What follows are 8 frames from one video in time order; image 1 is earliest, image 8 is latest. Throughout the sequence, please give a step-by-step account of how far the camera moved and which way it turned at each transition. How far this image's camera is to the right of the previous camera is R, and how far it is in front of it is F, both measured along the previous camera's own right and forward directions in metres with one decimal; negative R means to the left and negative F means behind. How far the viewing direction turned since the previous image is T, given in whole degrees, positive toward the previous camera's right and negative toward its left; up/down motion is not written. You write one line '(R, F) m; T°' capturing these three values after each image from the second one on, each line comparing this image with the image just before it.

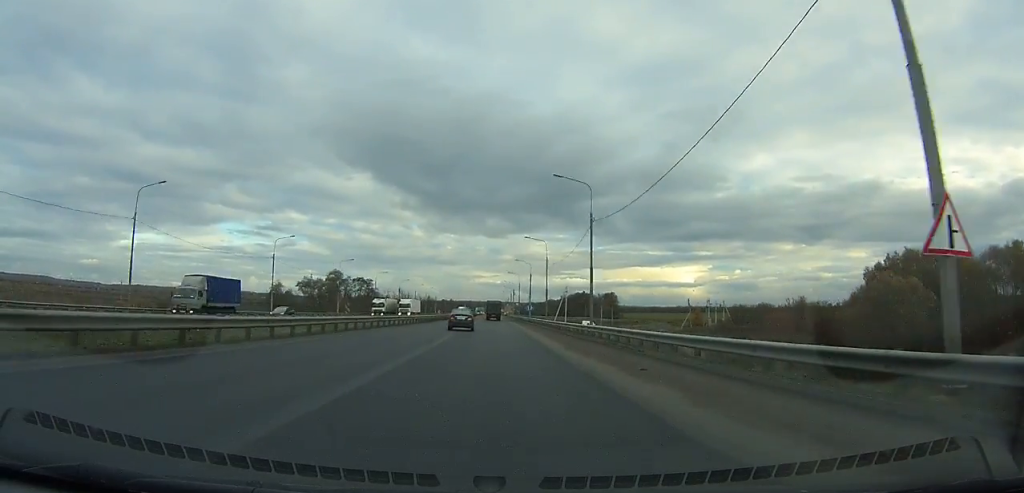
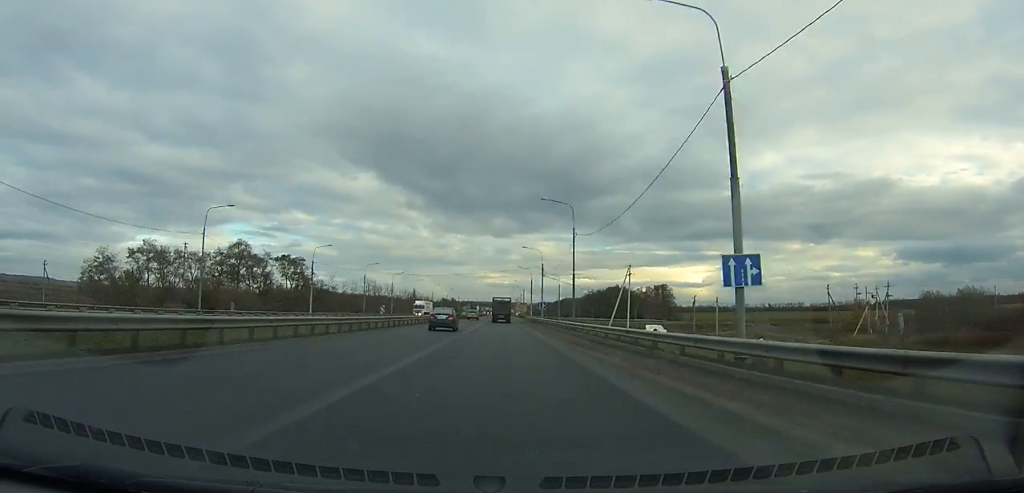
(0.0, +90.2) m; -1°
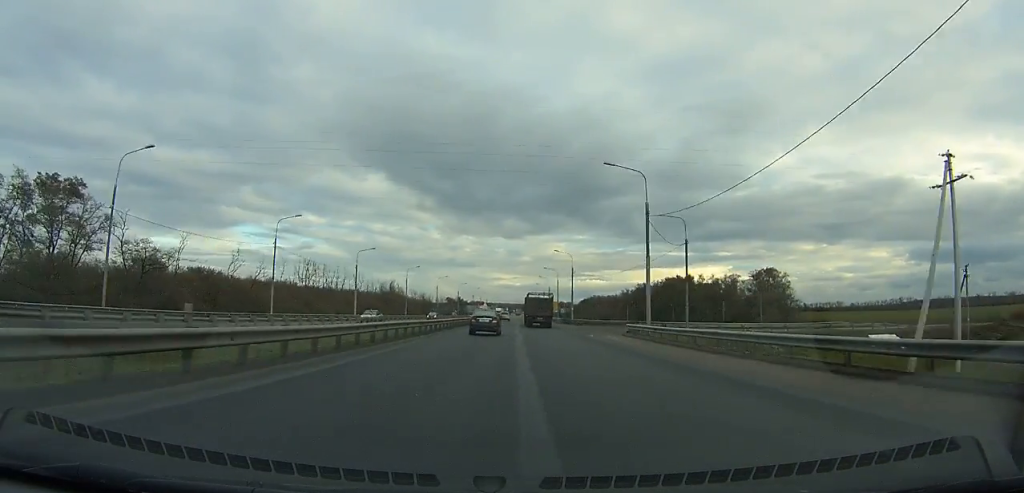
(-1.0, +86.6) m; -1°
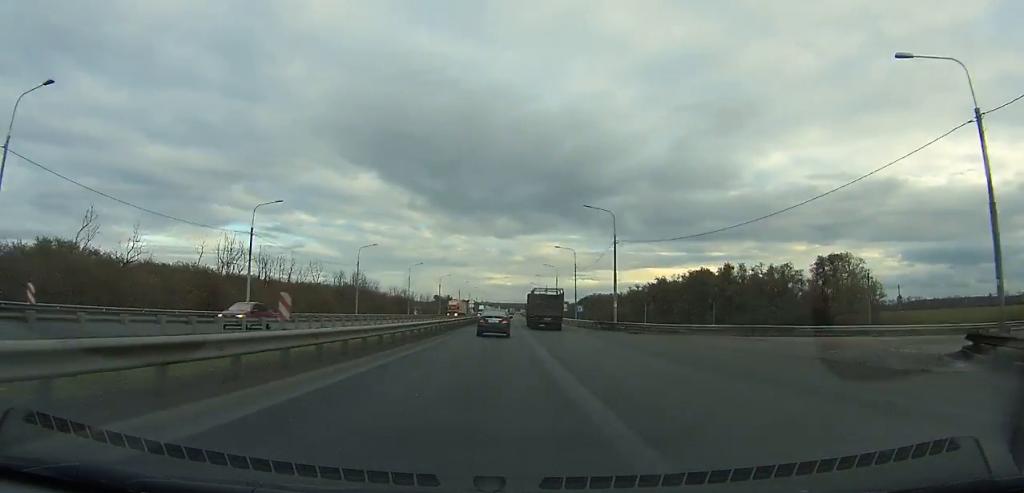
(-0.2, +37.0) m; 0°
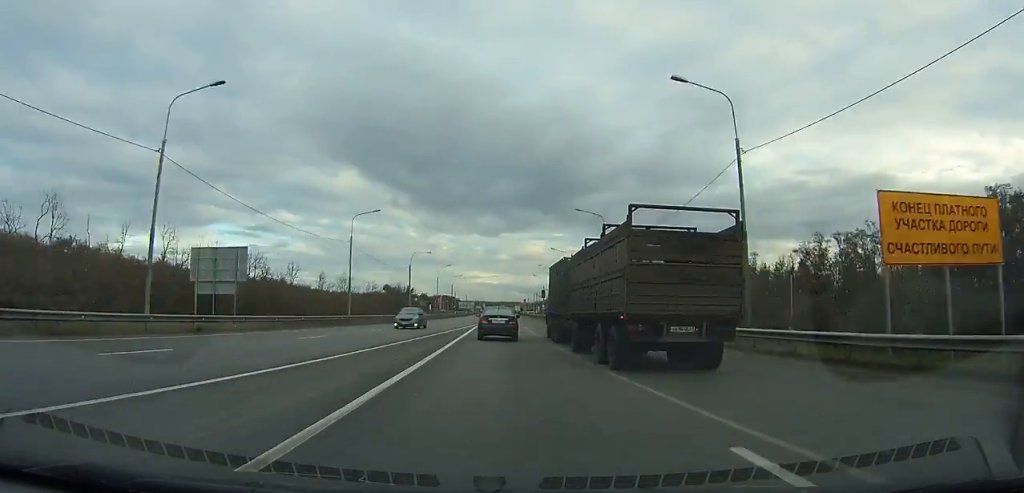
(+2.4, +162.9) m; +2°
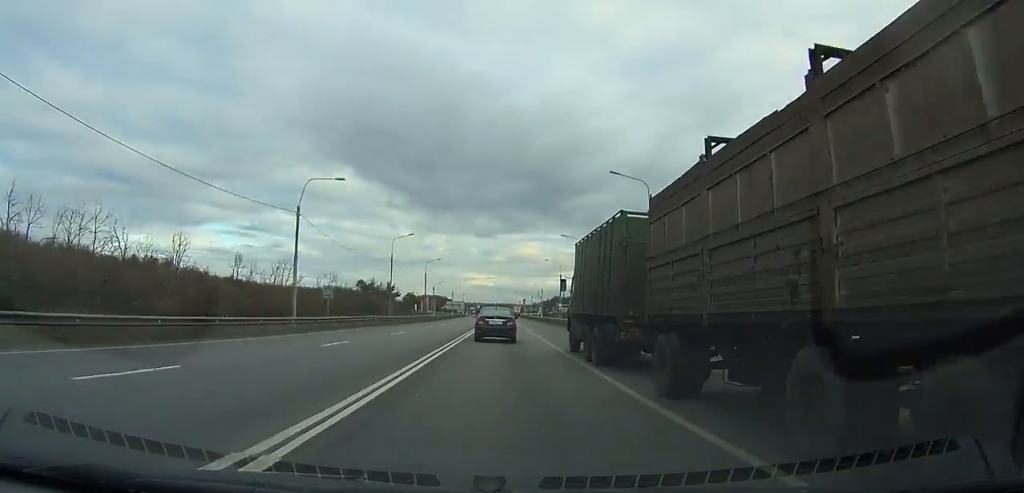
(+0.2, +51.9) m; 0°
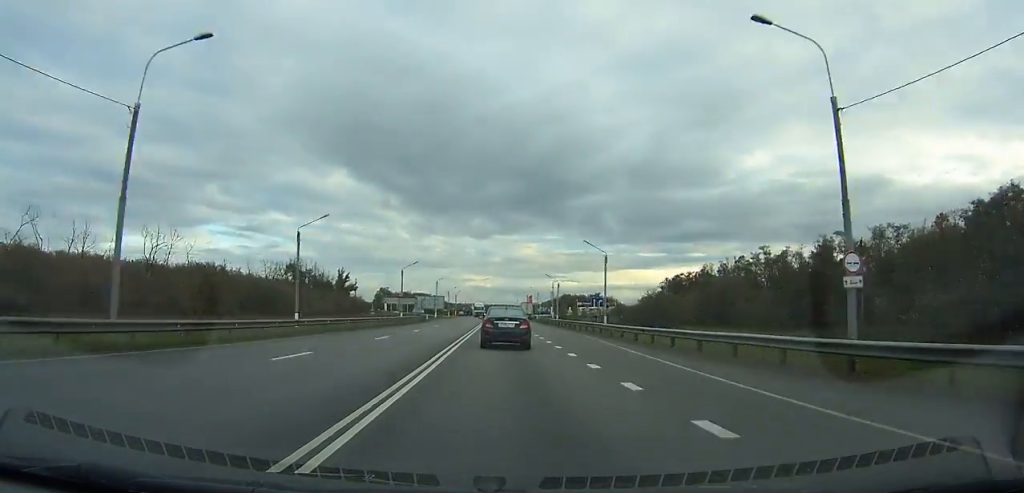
(+0.2, +87.5) m; 0°
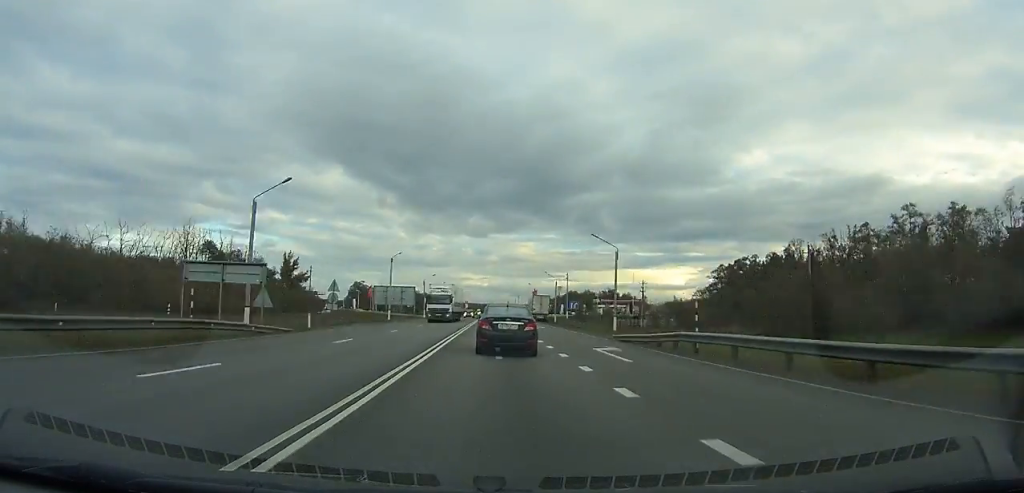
(0.0, +51.0) m; 0°
